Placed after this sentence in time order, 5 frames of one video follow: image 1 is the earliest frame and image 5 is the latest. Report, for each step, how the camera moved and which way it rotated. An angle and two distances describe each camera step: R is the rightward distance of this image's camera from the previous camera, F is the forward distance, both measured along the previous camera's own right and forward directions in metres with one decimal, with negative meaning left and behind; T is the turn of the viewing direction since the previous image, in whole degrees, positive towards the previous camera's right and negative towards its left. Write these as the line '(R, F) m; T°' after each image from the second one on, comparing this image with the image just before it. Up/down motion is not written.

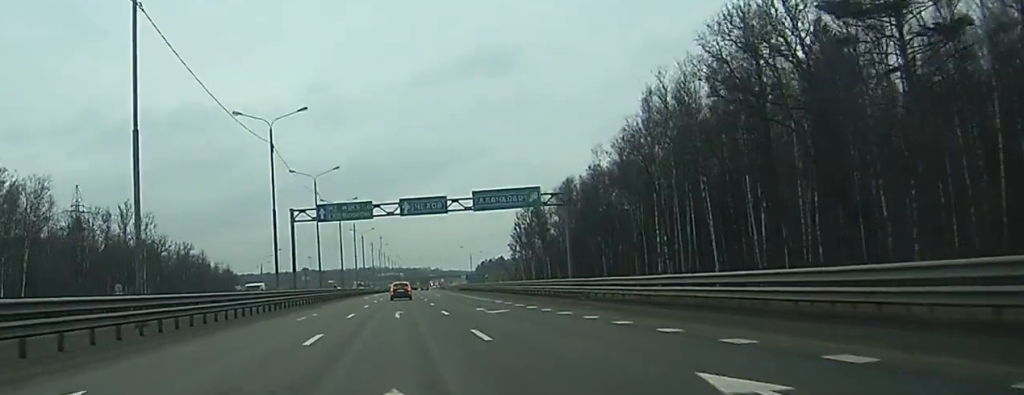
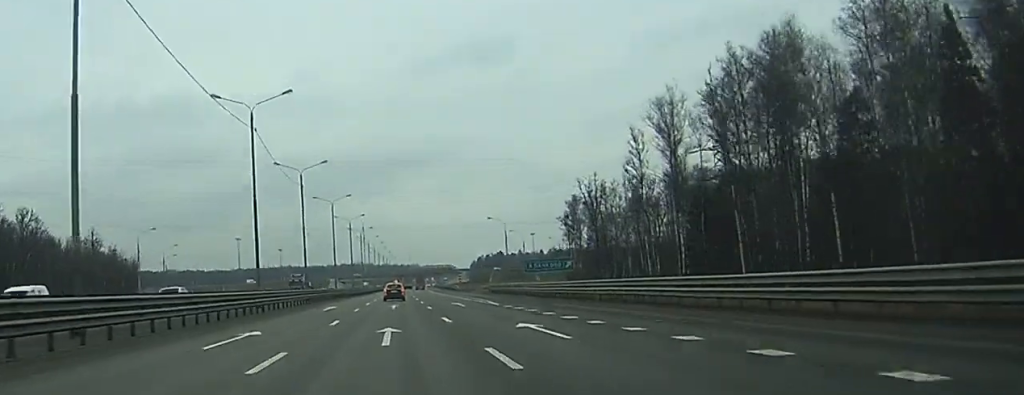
(+1.0, +96.0) m; +1°
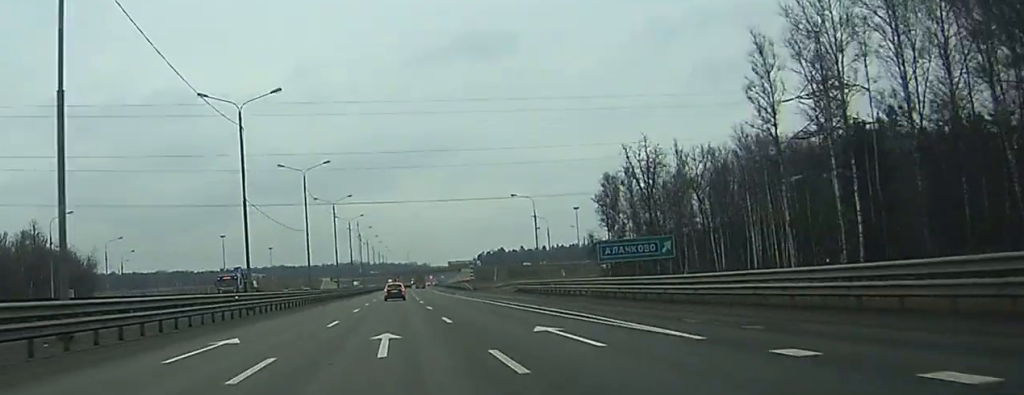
(-0.1, +30.1) m; 0°
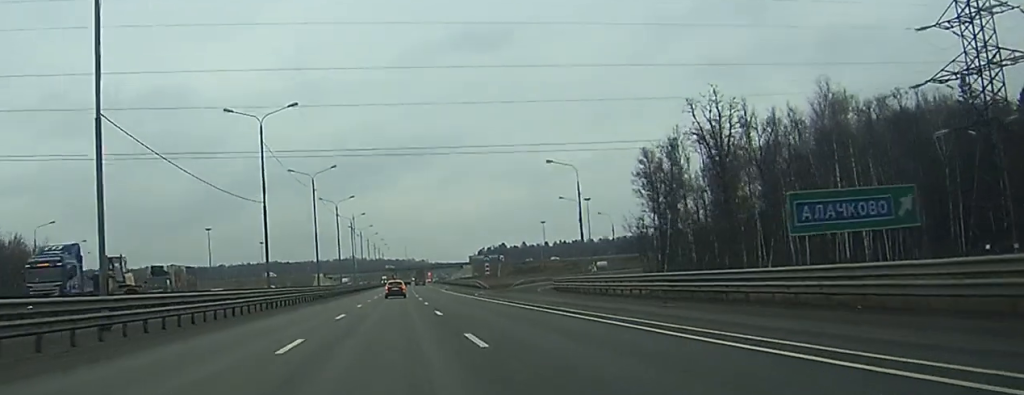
(+0.1, +30.9) m; 0°
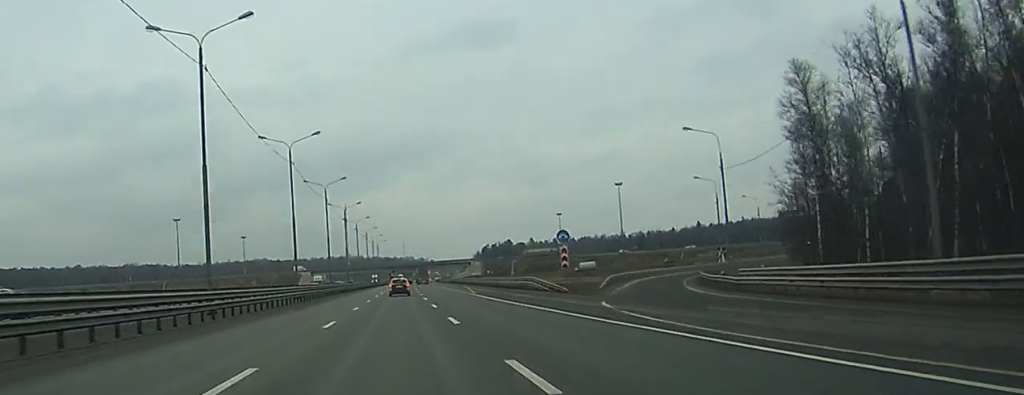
(+0.1, +60.7) m; 0°
